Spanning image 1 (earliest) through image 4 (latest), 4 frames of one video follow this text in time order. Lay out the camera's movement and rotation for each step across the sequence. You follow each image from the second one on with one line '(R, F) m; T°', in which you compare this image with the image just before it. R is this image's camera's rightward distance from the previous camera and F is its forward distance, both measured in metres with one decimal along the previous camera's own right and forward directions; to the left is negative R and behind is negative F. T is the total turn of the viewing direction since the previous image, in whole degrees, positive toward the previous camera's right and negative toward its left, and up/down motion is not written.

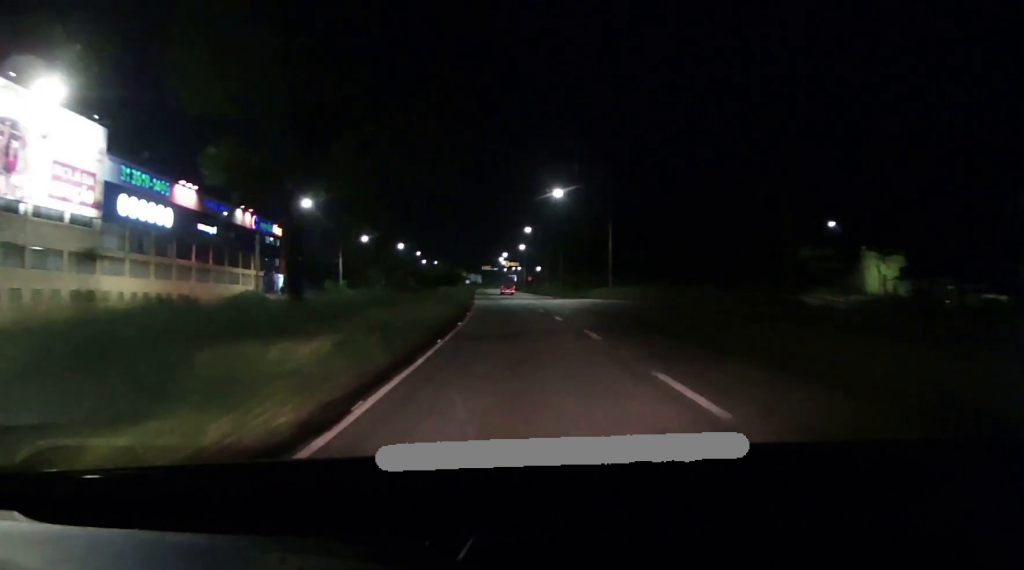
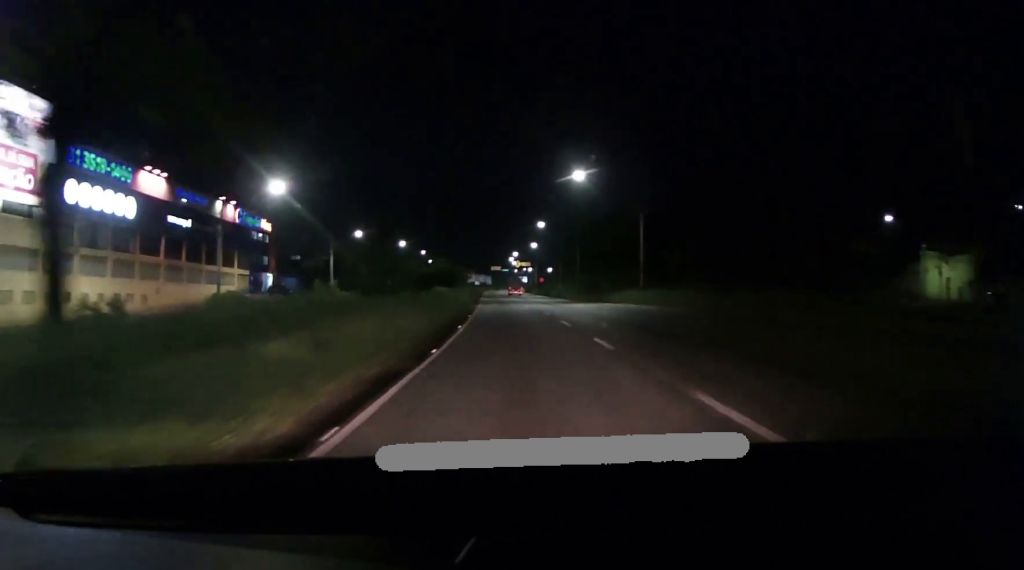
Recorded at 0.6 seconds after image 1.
(-0.1, +10.1) m; -1°
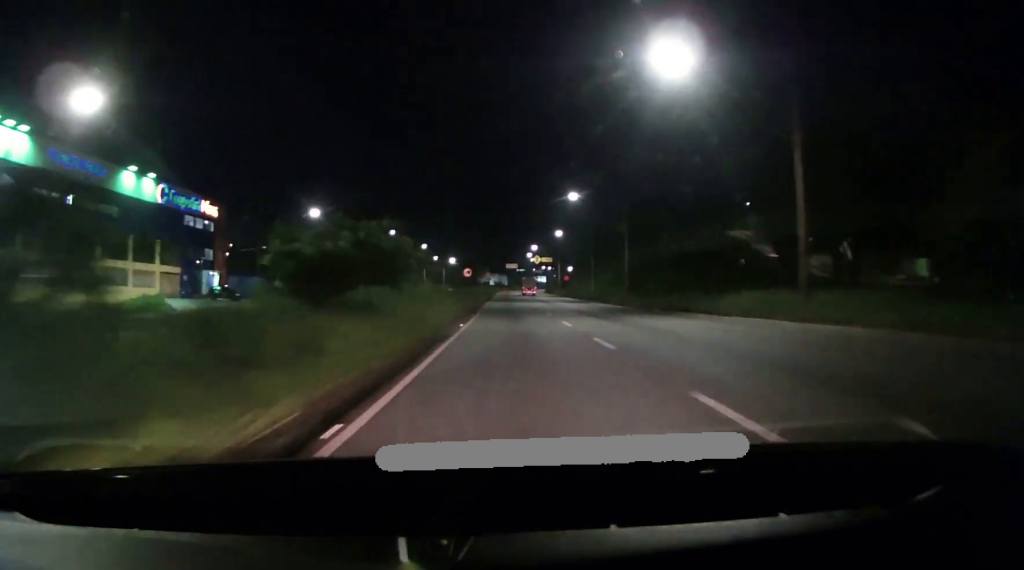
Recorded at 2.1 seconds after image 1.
(+0.1, +25.9) m; -1°
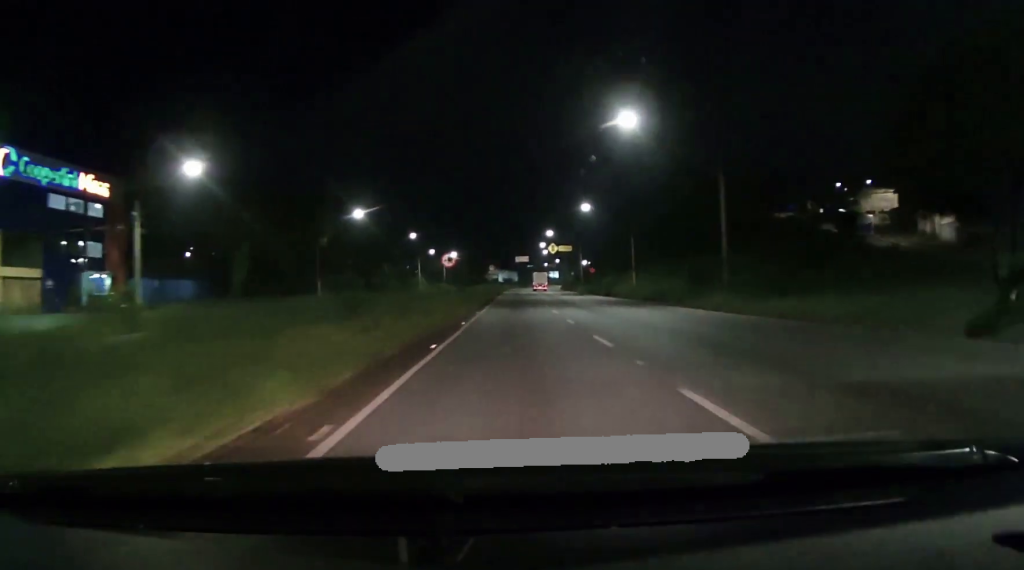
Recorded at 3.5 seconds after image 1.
(-0.5, +25.9) m; -2°
